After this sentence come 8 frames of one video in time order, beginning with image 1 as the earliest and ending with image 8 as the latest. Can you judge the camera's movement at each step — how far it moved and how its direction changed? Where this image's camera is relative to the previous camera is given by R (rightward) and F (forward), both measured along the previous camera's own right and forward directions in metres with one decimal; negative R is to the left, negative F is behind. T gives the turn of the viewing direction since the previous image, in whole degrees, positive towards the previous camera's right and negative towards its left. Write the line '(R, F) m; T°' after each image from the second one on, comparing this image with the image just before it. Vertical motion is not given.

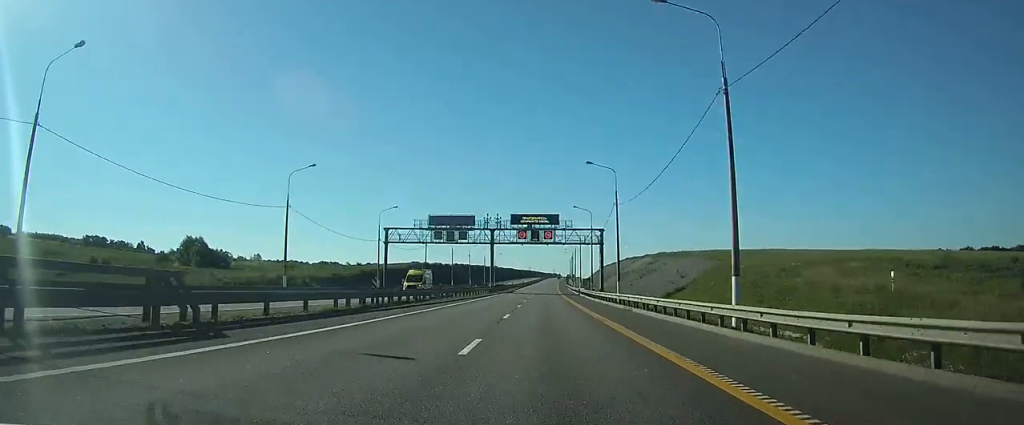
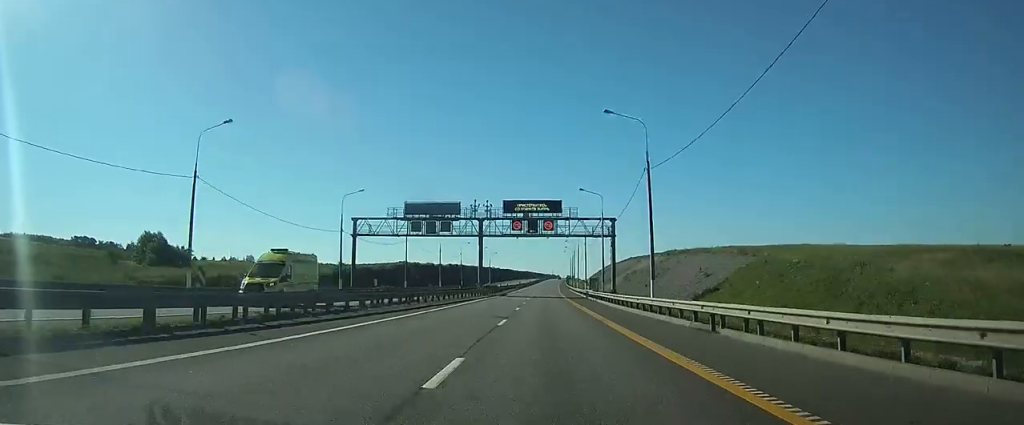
(0.0, +15.3) m; 0°
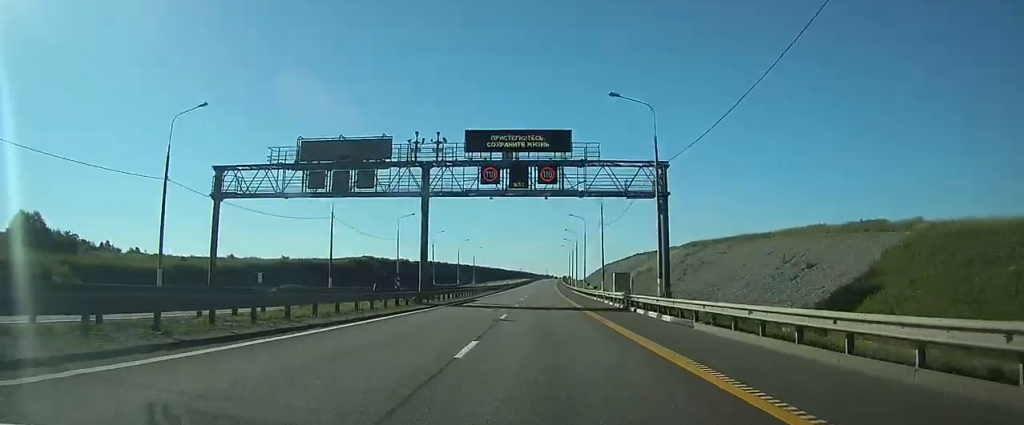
(+0.1, +32.7) m; 0°
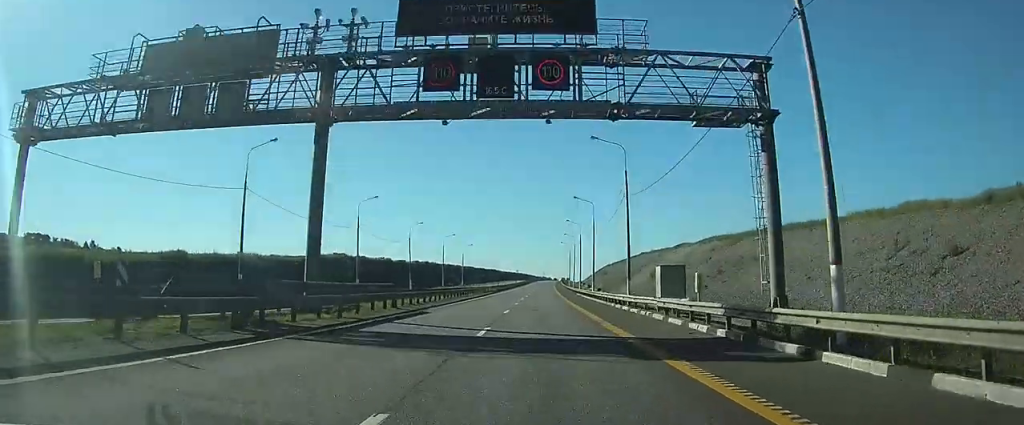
(0.0, +19.4) m; 0°
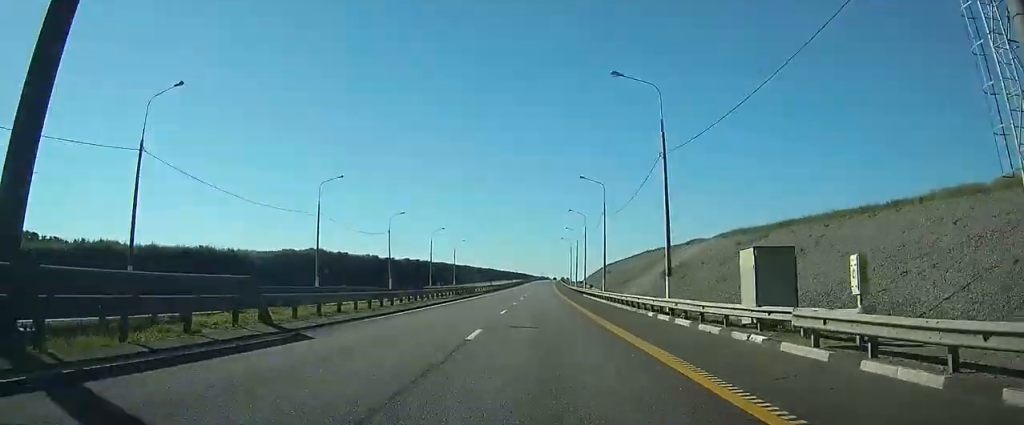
(0.0, +13.3) m; 0°
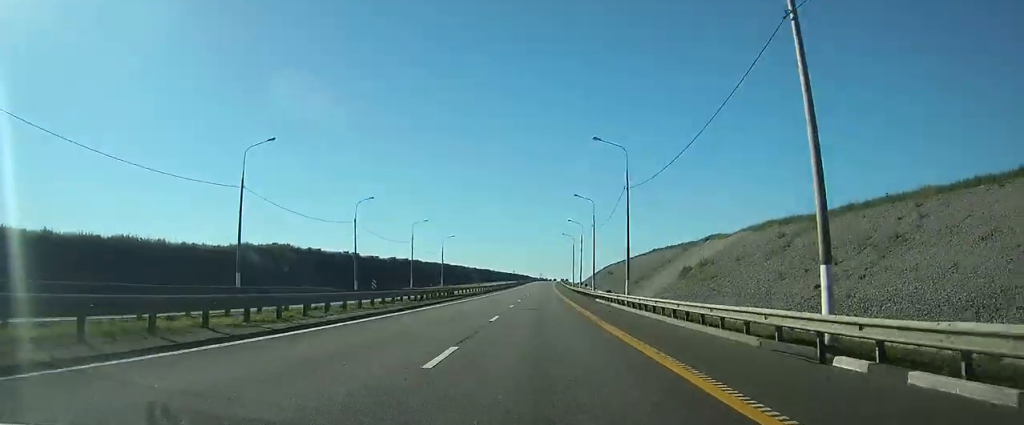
(0.0, +16.3) m; 0°
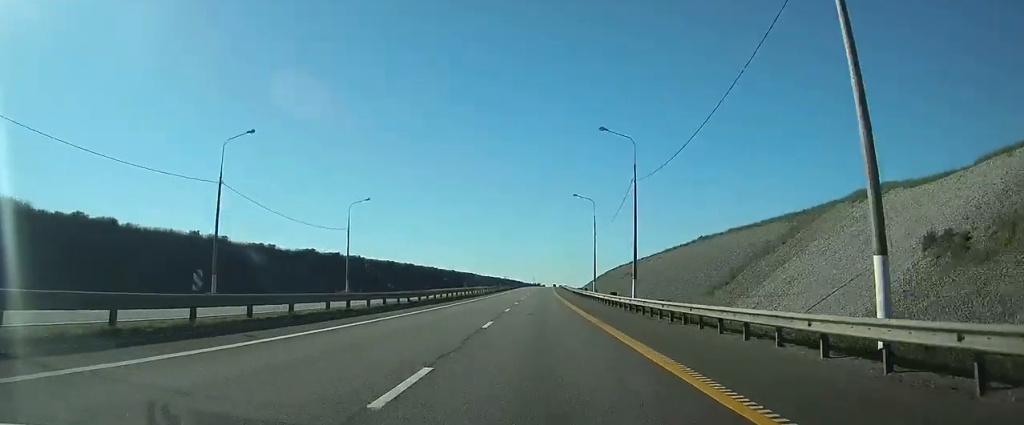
(+0.6, +62.5) m; +1°
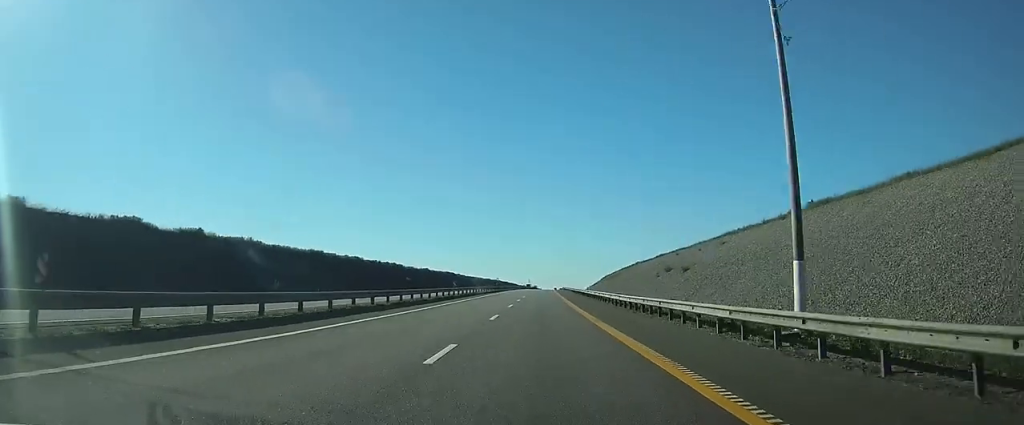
(+0.4, +56.4) m; +1°
